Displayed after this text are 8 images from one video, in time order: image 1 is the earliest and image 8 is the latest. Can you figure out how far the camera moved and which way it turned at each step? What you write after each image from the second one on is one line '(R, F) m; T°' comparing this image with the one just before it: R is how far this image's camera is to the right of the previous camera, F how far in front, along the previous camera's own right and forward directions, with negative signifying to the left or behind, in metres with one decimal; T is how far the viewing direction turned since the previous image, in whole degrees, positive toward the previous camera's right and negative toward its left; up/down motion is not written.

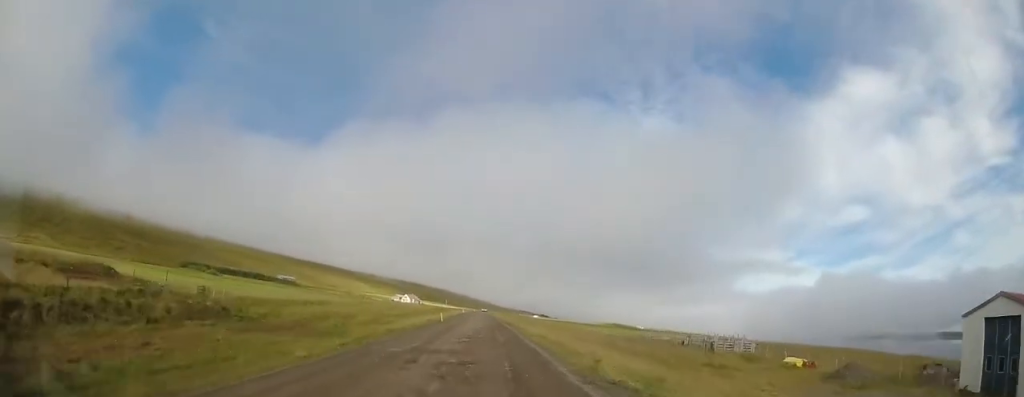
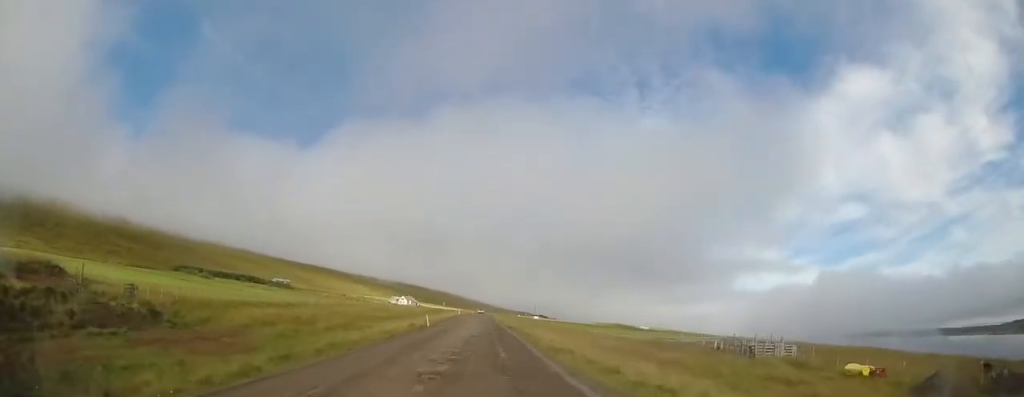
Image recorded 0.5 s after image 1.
(-0.3, +7.6) m; 0°
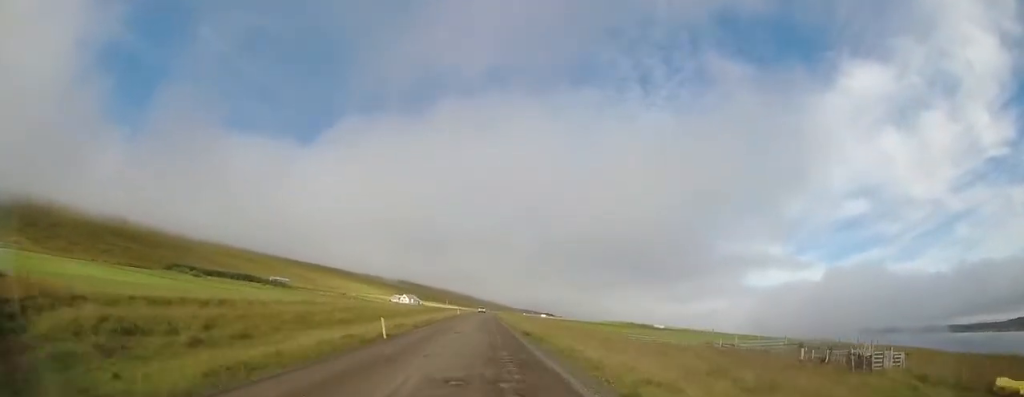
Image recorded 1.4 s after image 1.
(+0.1, +13.5) m; +1°
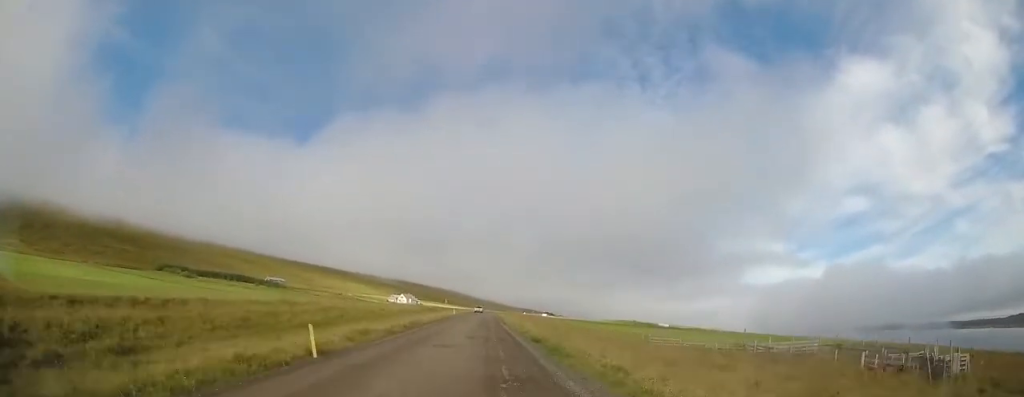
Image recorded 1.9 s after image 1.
(+0.1, +6.9) m; +1°
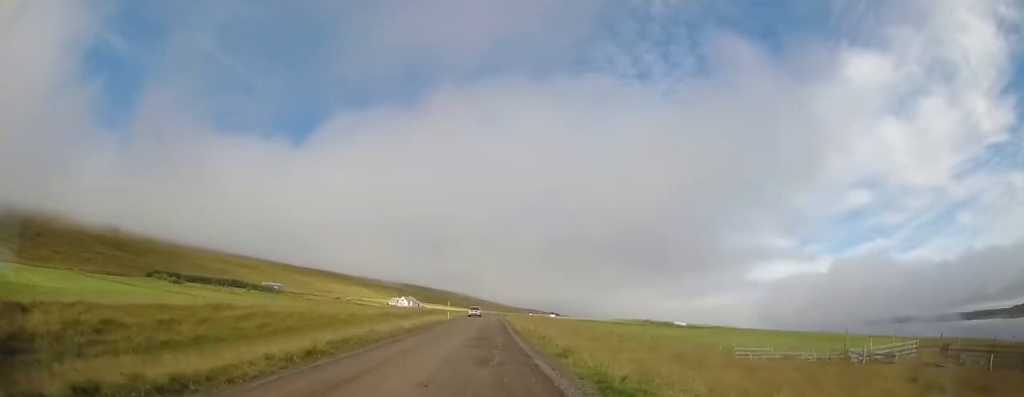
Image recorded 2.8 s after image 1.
(0.0, +14.0) m; -2°
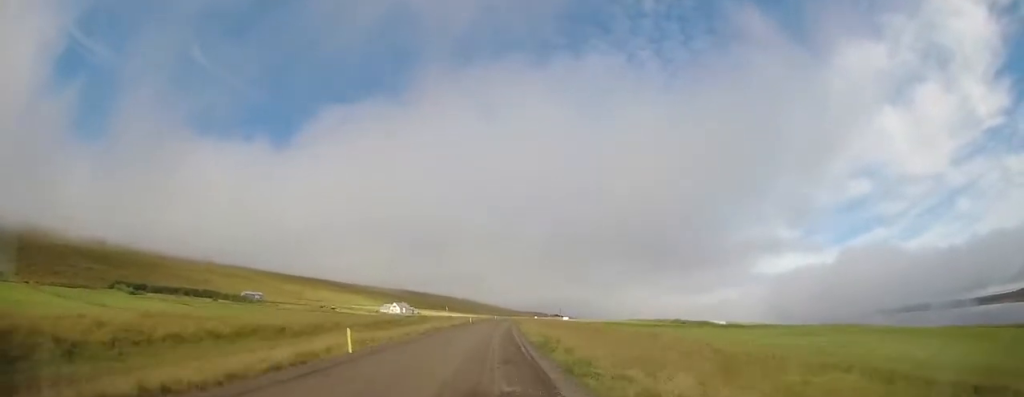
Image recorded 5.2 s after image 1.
(-1.3, +34.0) m; -2°
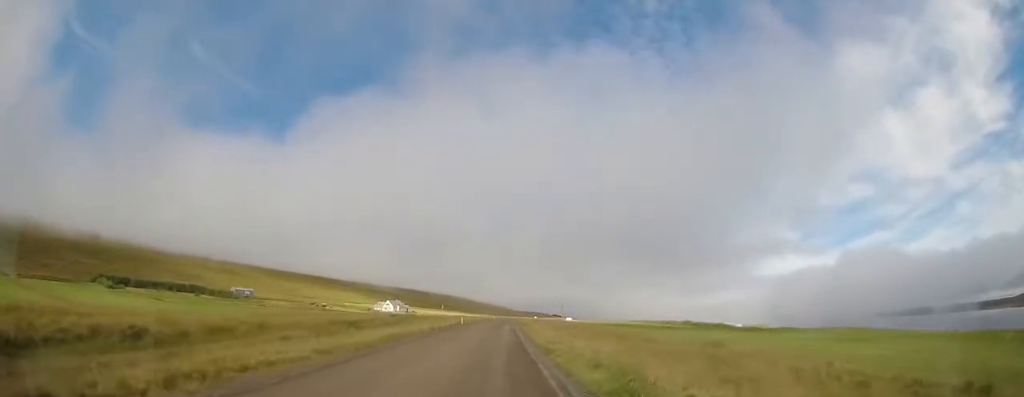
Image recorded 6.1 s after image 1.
(0.0, +13.0) m; +1°
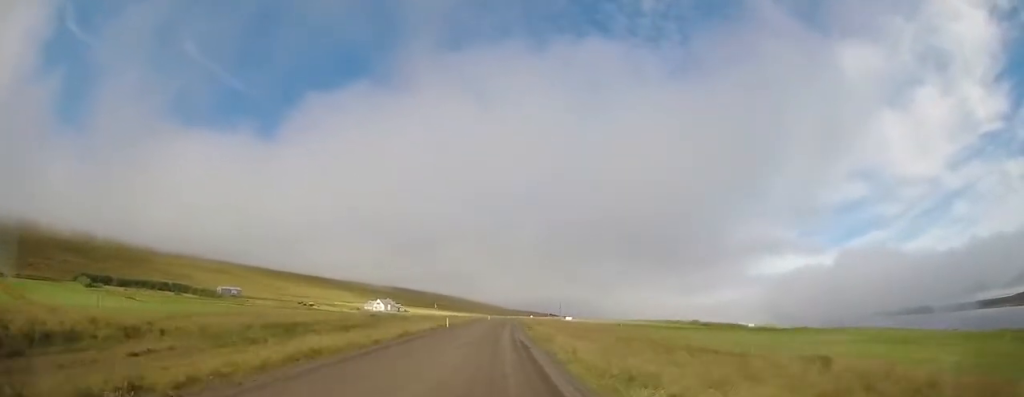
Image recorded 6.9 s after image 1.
(+0.1, +10.8) m; +1°
